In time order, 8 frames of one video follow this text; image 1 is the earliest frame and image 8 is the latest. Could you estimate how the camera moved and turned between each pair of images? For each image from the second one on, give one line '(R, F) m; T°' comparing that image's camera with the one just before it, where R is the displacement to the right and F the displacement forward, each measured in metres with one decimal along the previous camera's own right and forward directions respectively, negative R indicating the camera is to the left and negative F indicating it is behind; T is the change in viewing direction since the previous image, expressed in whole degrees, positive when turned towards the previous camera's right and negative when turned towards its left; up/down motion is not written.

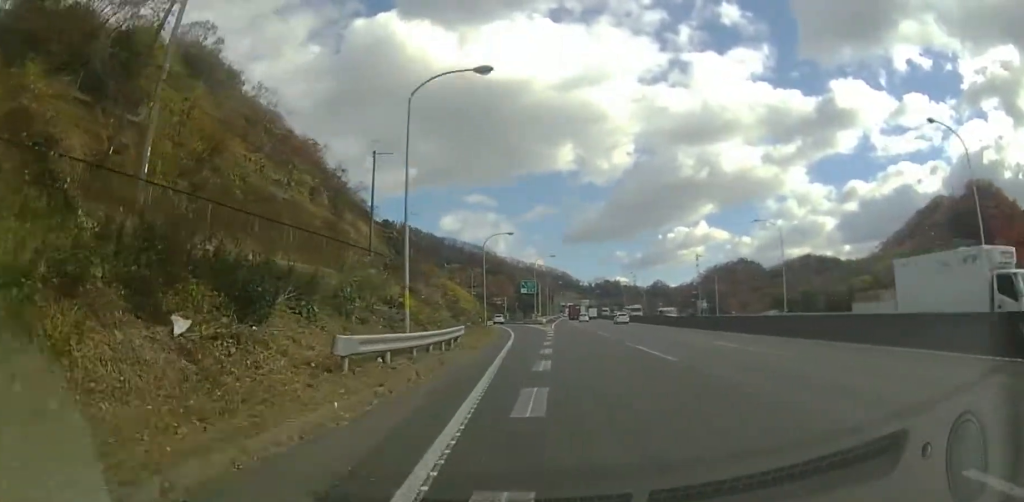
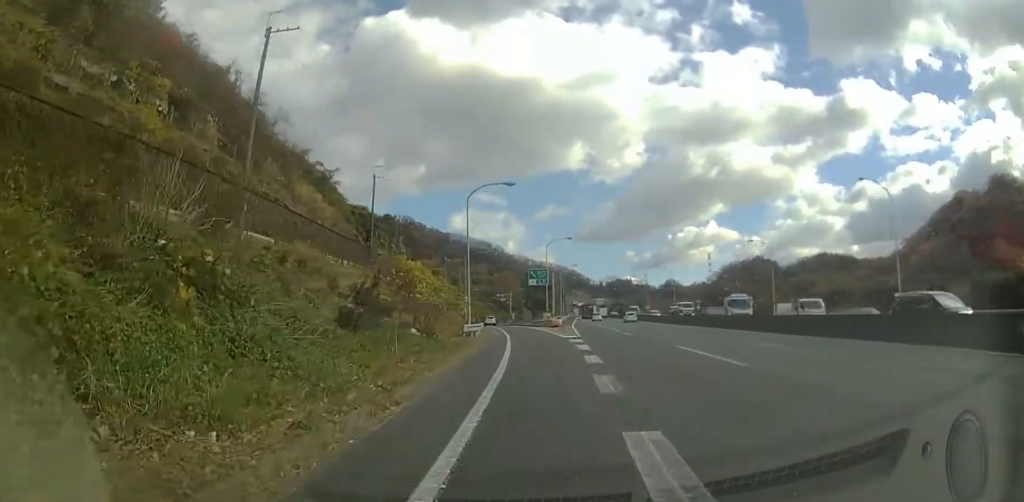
(-0.7, +22.7) m; -2°
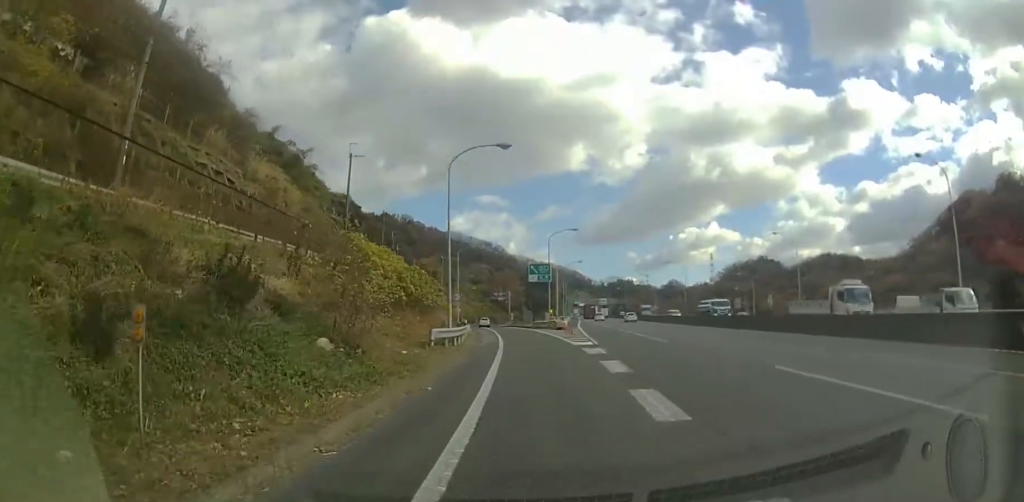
(+0.1, +9.3) m; 0°
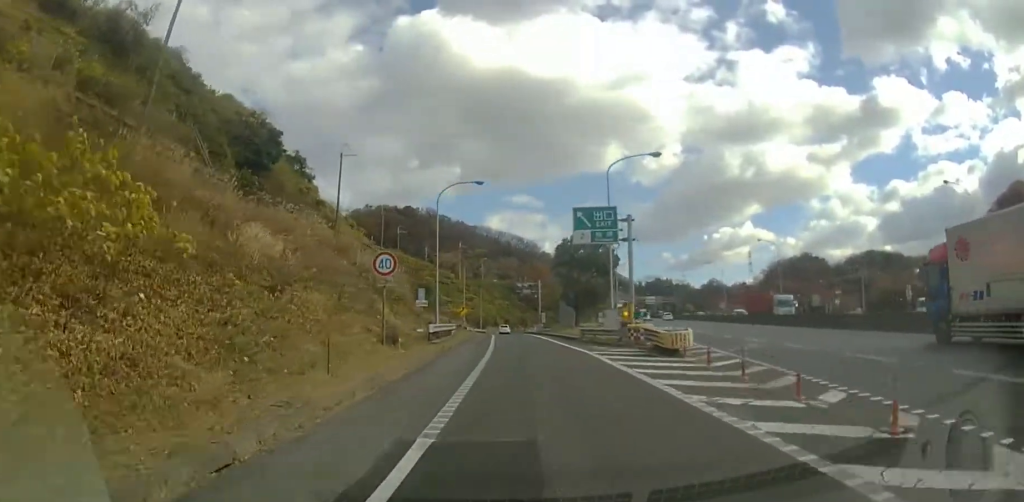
(+0.1, +32.7) m; -1°
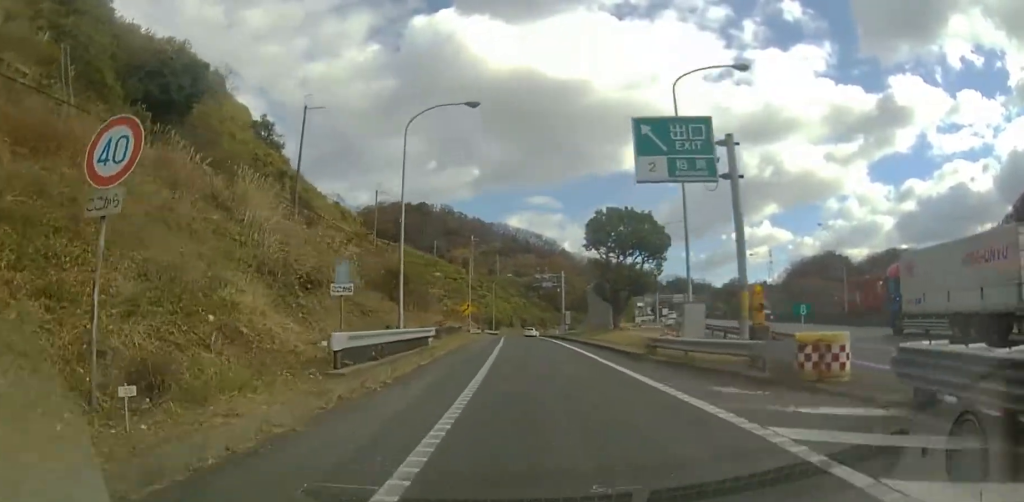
(-0.2, +13.5) m; -2°
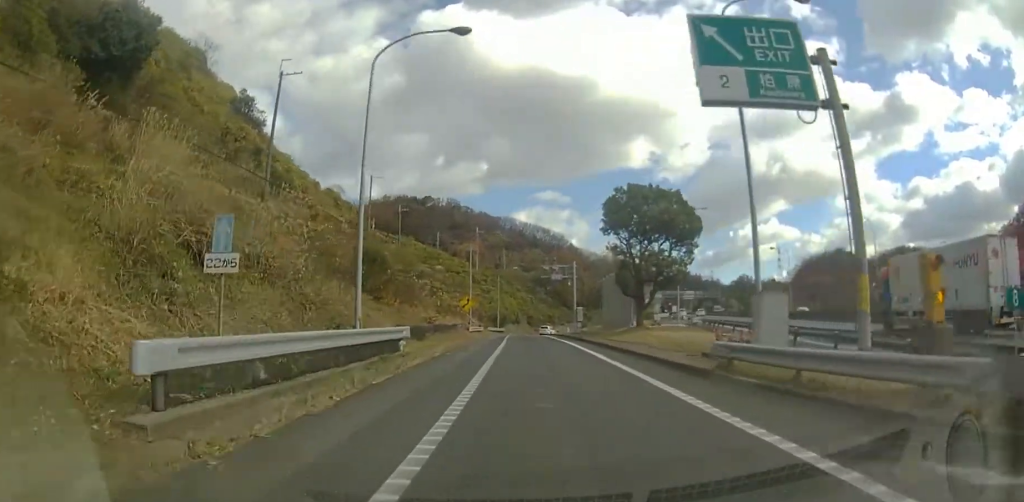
(+0.1, +6.3) m; -1°
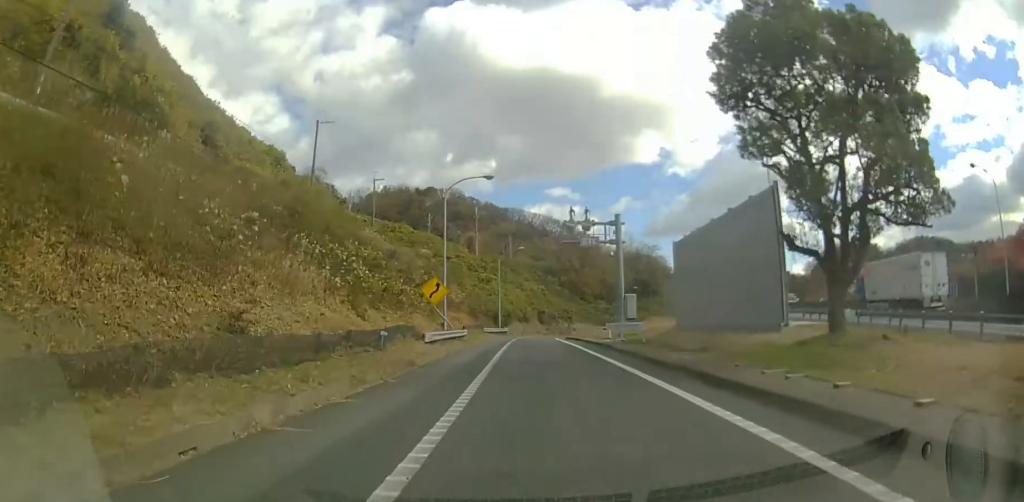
(-1.2, +21.3) m; -5°
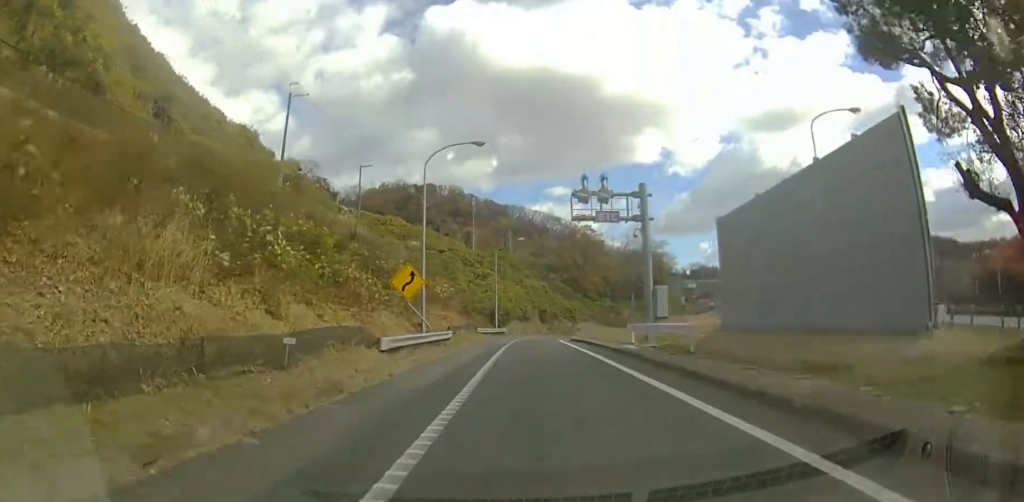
(-0.2, +6.7) m; -1°
